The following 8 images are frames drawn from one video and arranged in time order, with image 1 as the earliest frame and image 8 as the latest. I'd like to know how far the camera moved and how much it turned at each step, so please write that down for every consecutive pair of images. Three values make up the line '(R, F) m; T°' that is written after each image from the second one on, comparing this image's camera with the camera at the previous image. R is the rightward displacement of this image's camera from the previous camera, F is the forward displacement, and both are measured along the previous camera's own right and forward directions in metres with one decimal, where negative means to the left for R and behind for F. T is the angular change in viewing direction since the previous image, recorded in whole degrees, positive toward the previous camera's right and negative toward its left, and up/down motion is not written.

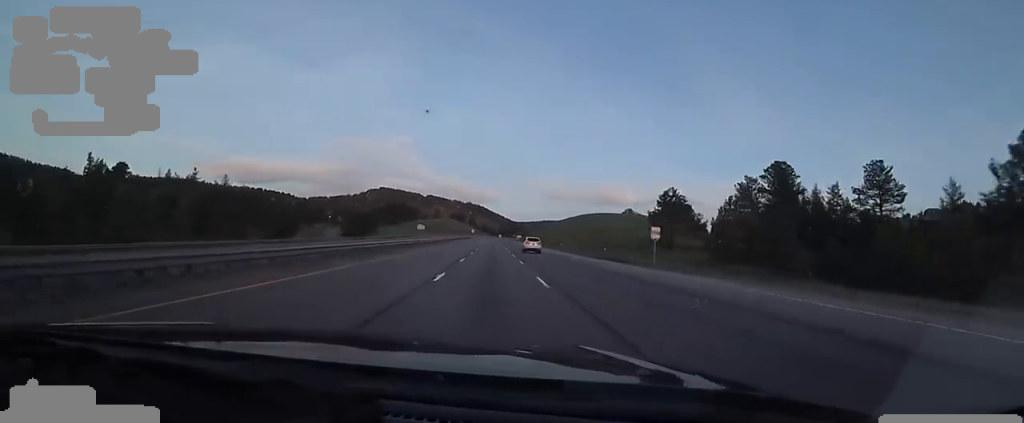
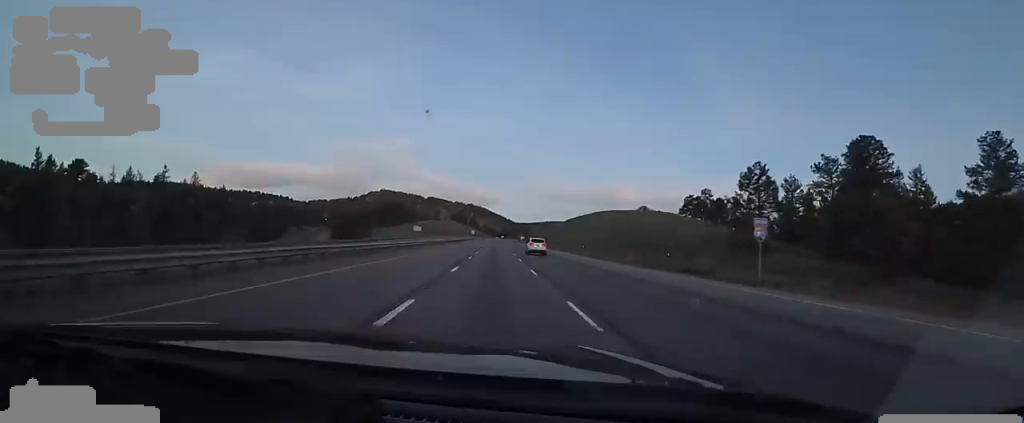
(+0.3, +18.9) m; 0°
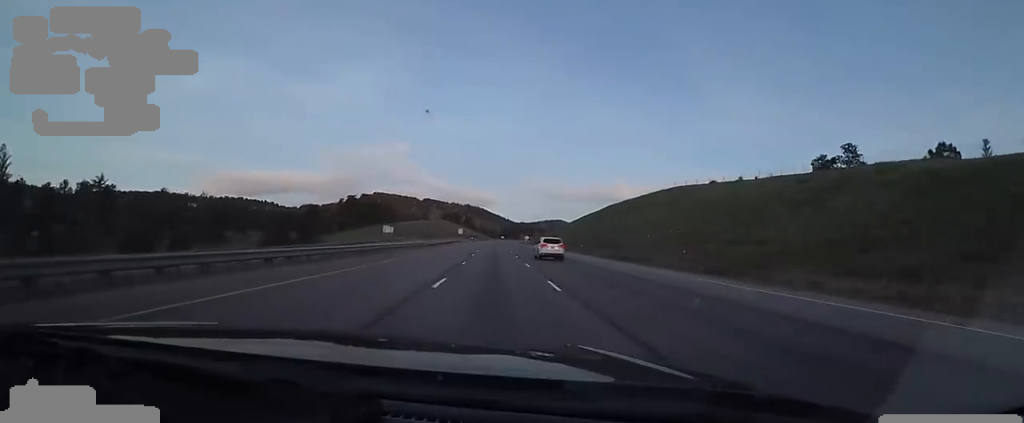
(-1.9, +66.6) m; -3°
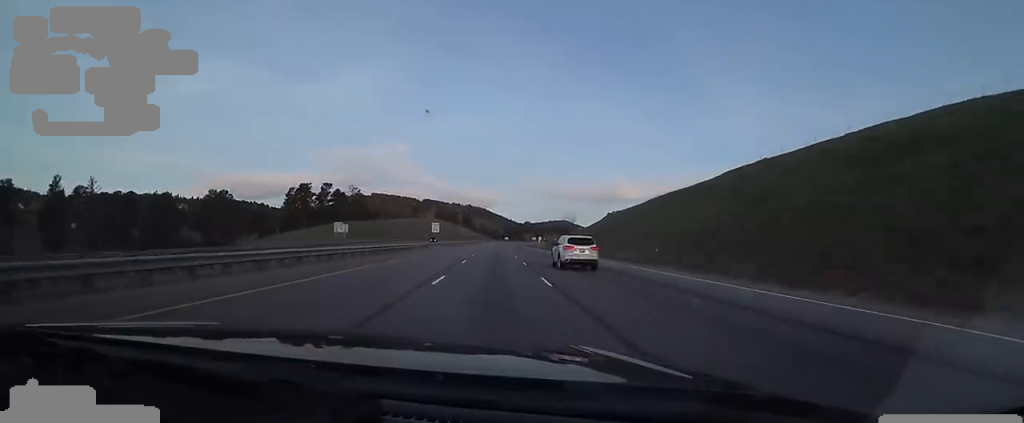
(-0.4, +58.4) m; 0°
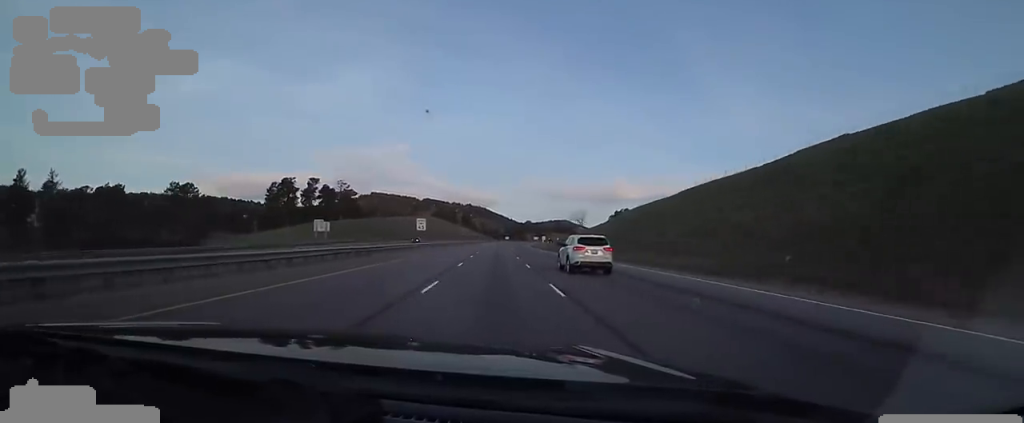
(0.0, +14.4) m; 0°
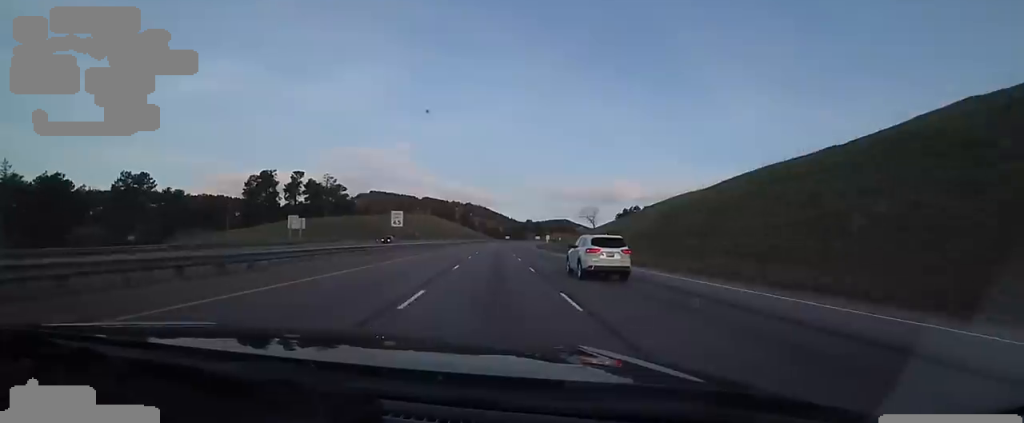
(0.0, +14.4) m; 0°
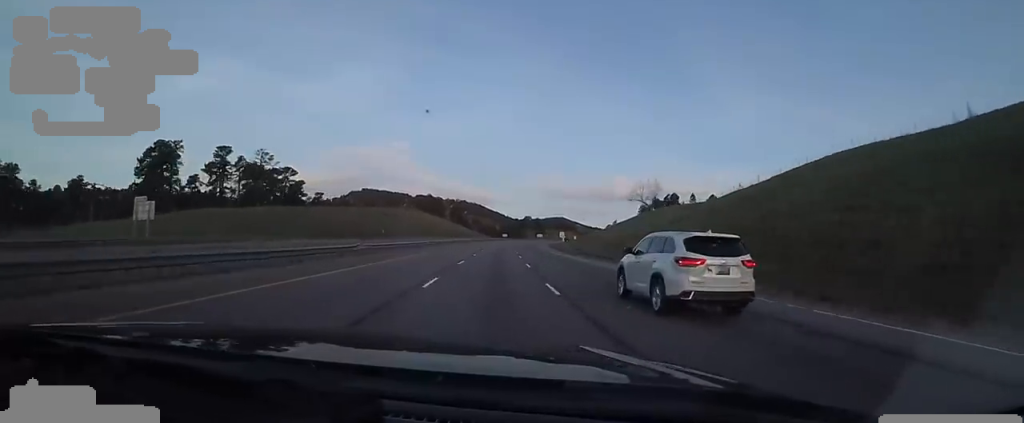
(+1.4, +44.5) m; +2°
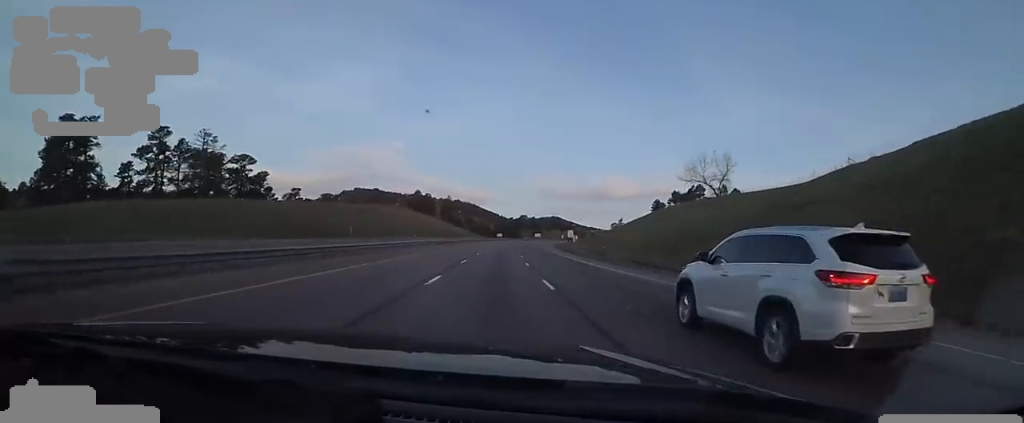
(+0.1, +22.7) m; 0°
